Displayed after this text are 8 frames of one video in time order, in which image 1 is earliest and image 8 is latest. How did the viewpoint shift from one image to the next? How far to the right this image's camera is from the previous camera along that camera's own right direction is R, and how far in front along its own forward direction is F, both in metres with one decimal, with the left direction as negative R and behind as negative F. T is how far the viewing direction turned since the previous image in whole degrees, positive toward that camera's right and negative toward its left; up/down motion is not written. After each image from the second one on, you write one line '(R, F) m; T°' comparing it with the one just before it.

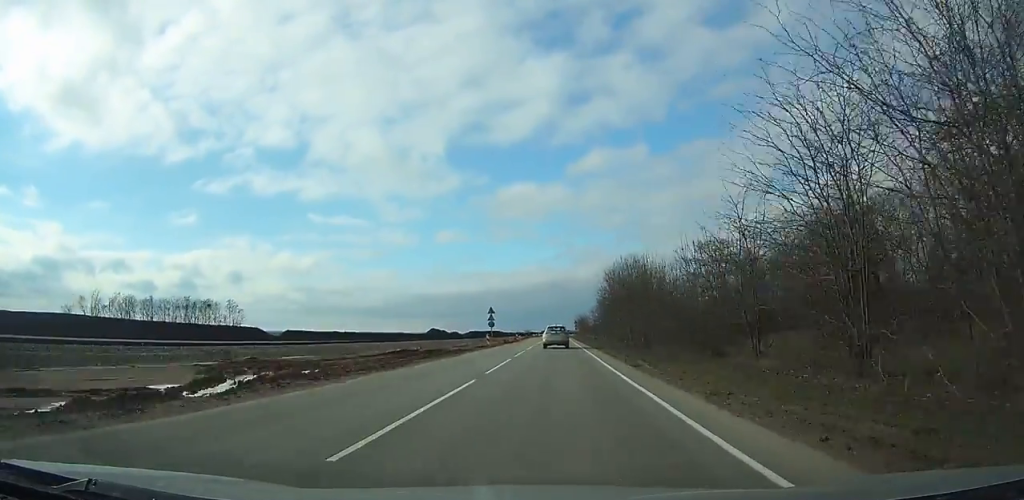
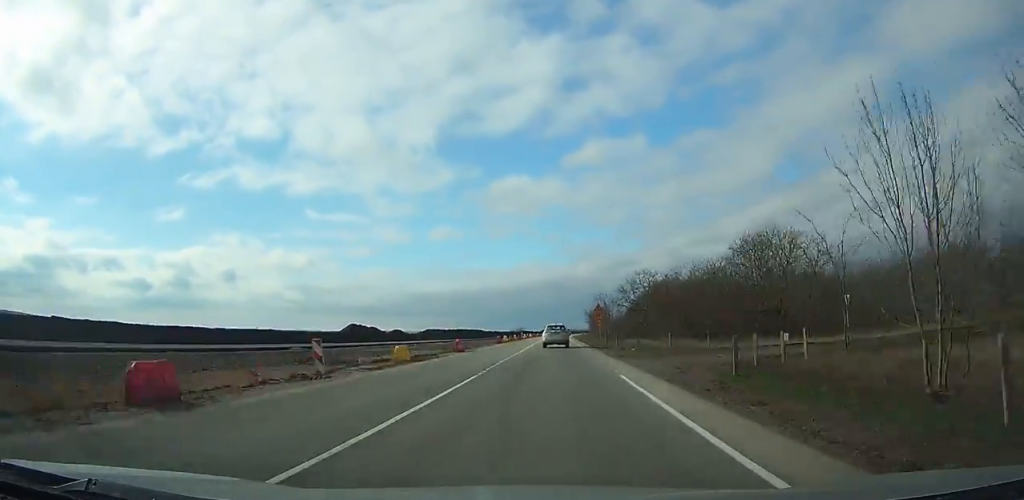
(+0.2, +79.4) m; 0°
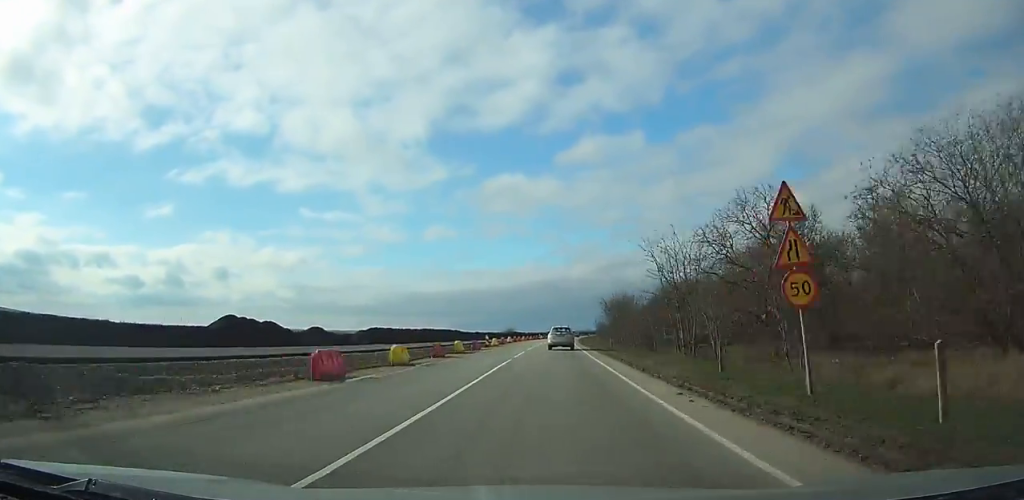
(+0.1, +48.7) m; 0°
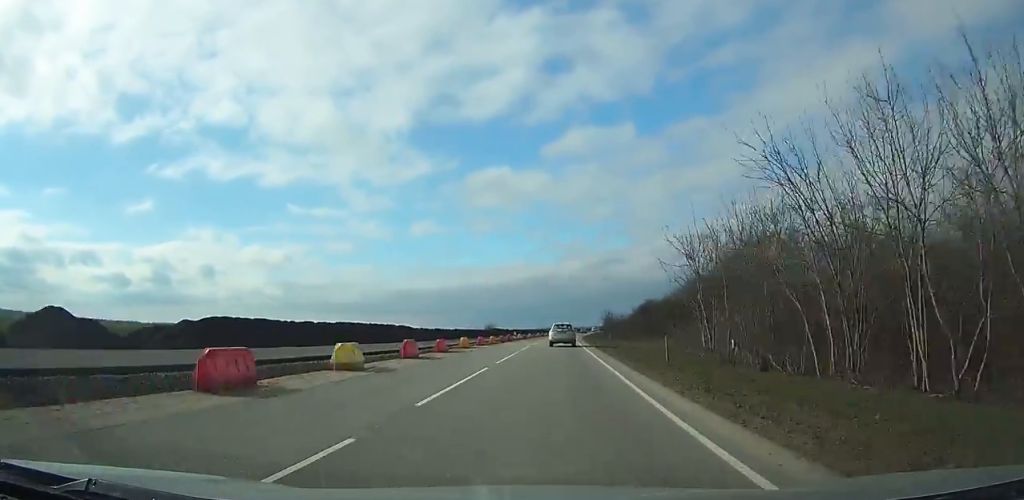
(+0.4, +55.2) m; +1°
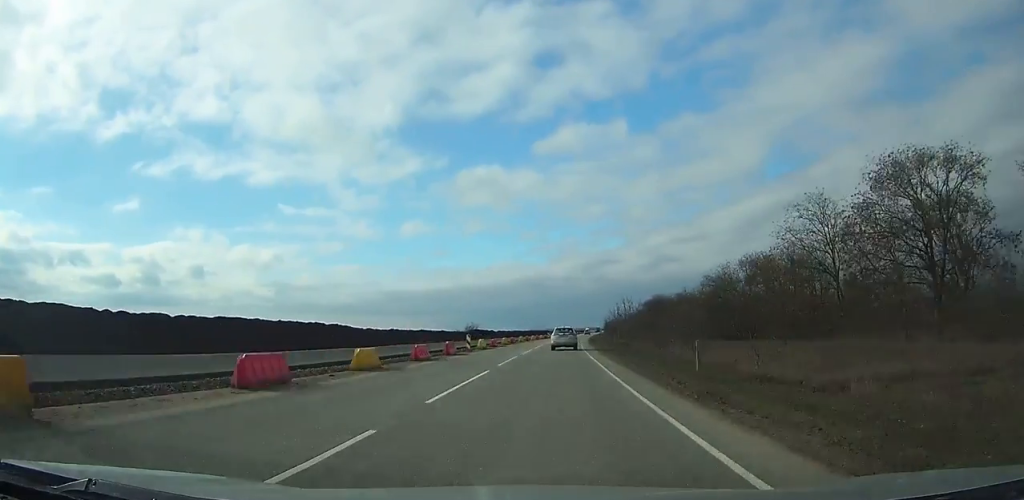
(+0.2, +34.9) m; +1°
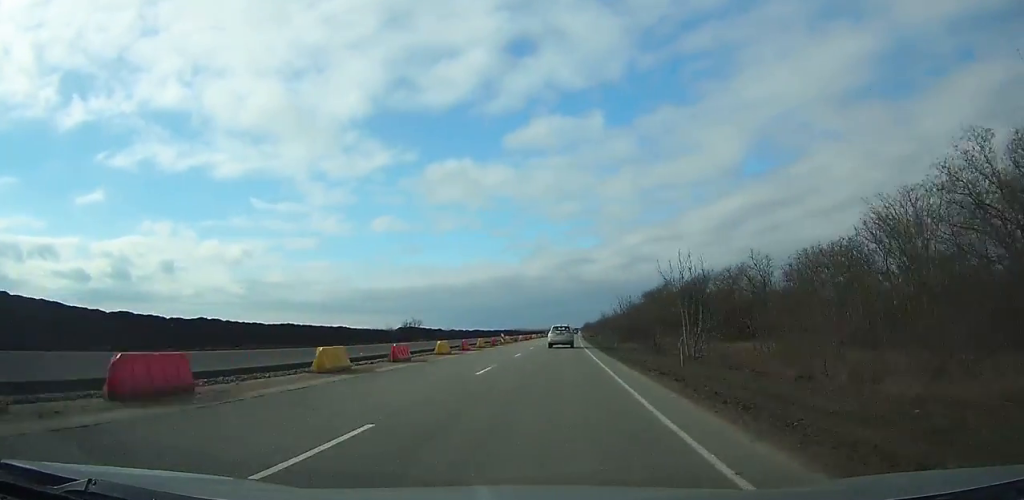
(+1.3, +59.6) m; +2°
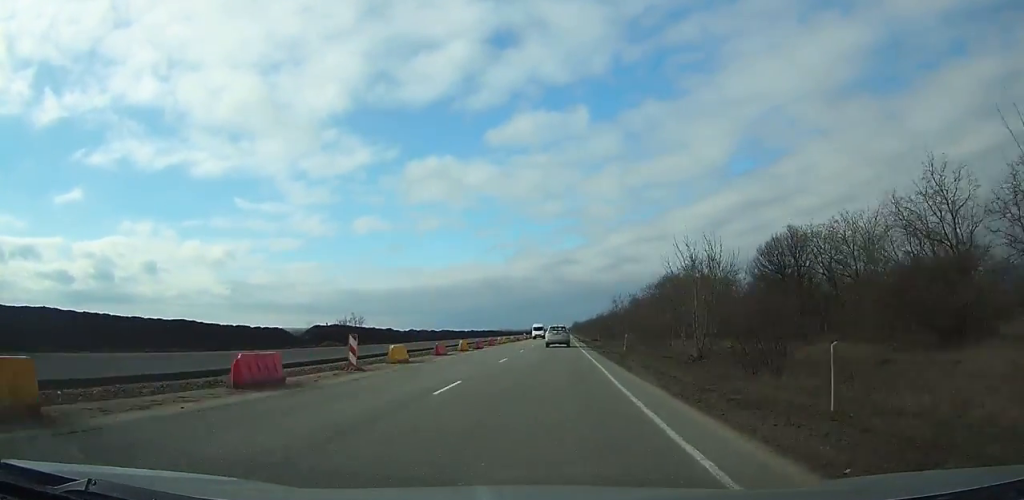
(+0.5, +41.3) m; +1°
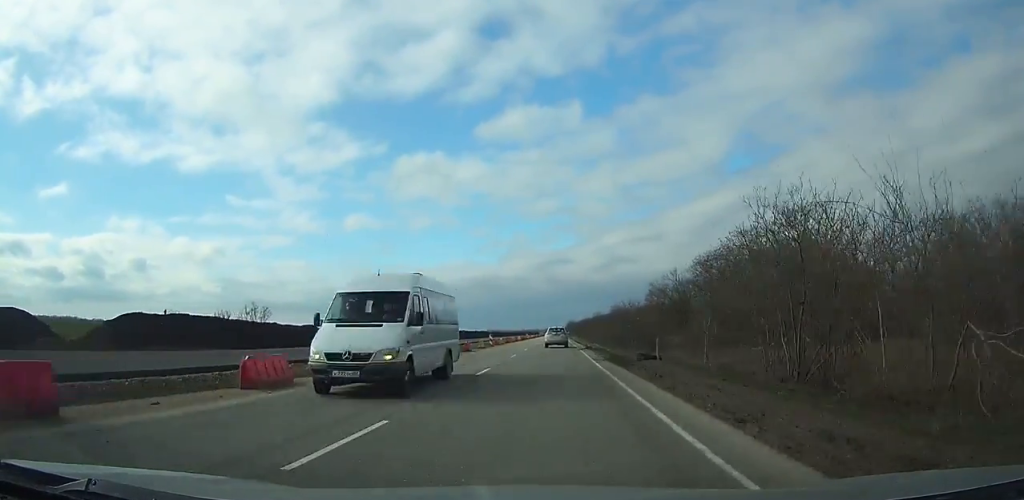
(+0.2, +43.0) m; 0°
